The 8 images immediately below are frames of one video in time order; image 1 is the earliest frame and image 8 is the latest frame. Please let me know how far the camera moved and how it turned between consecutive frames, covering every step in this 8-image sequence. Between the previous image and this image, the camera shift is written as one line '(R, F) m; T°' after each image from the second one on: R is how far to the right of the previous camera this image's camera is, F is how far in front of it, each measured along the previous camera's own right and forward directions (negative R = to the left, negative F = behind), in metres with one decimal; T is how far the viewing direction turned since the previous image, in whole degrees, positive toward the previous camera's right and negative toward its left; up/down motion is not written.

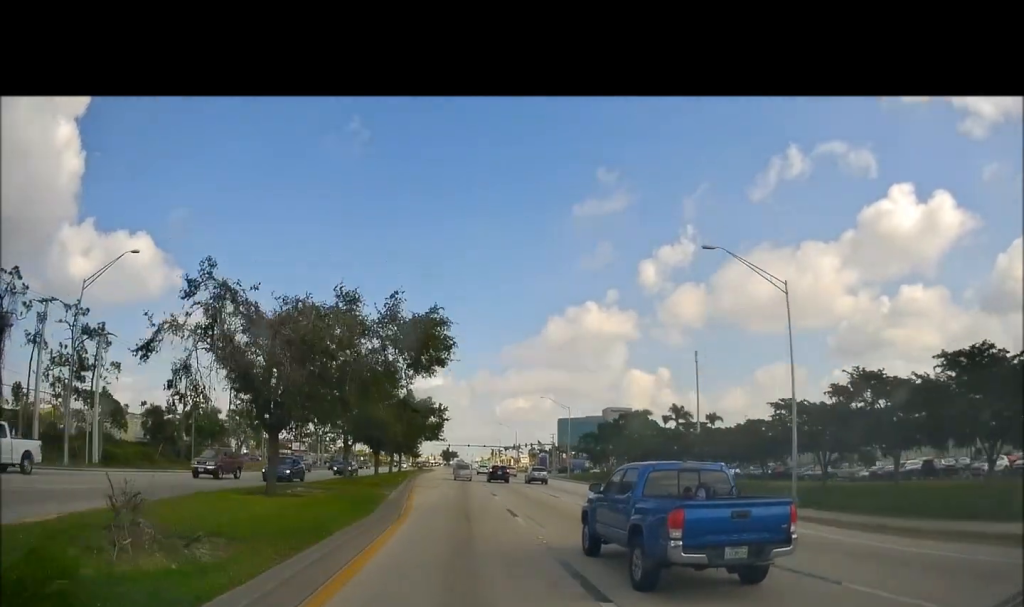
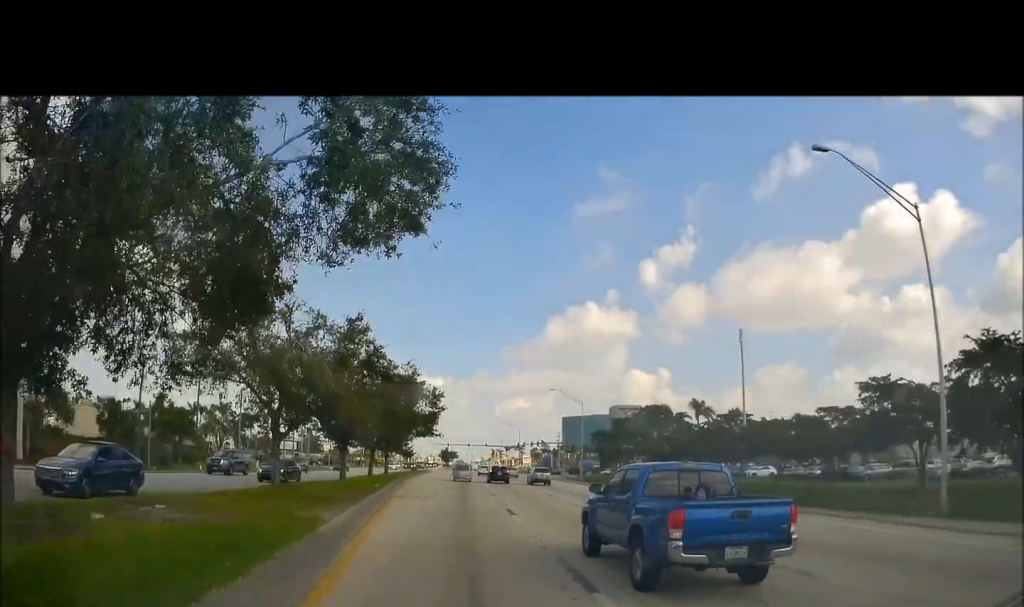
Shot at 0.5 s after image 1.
(-0.2, +11.4) m; -1°
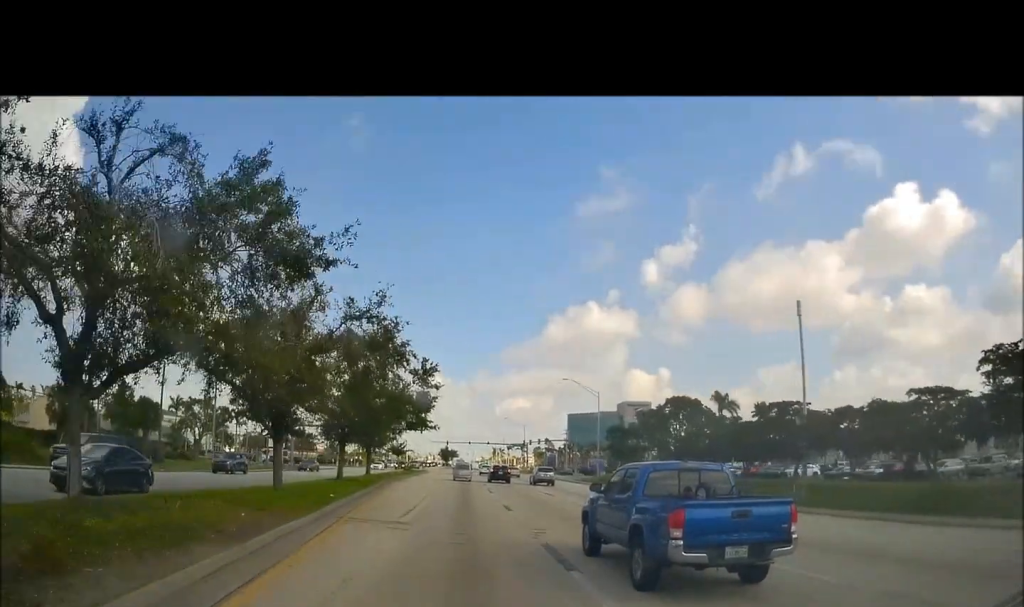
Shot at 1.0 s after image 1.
(-0.1, +10.6) m; 0°
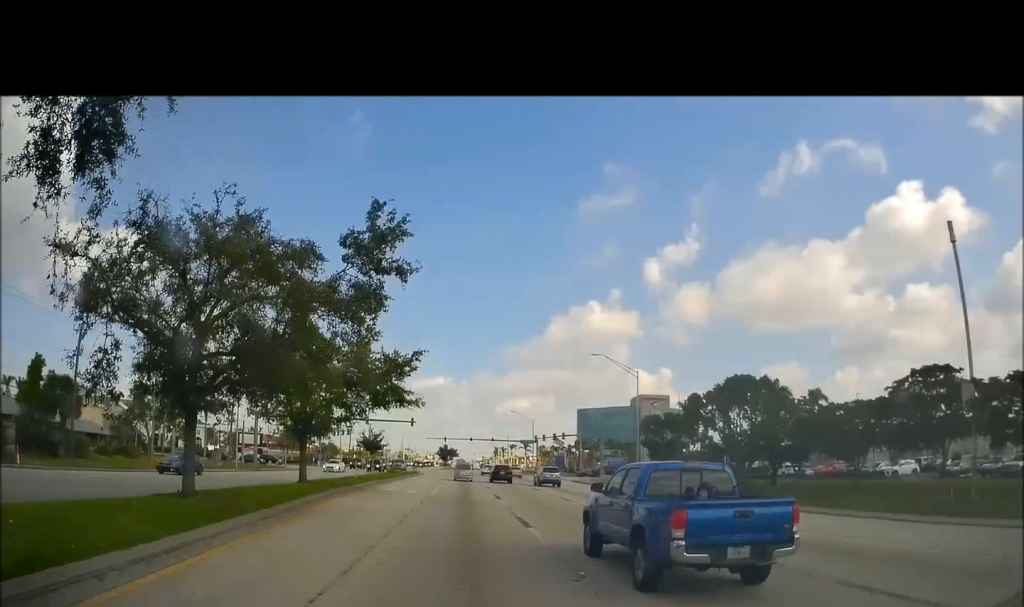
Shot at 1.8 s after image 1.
(-0.1, +18.0) m; +1°
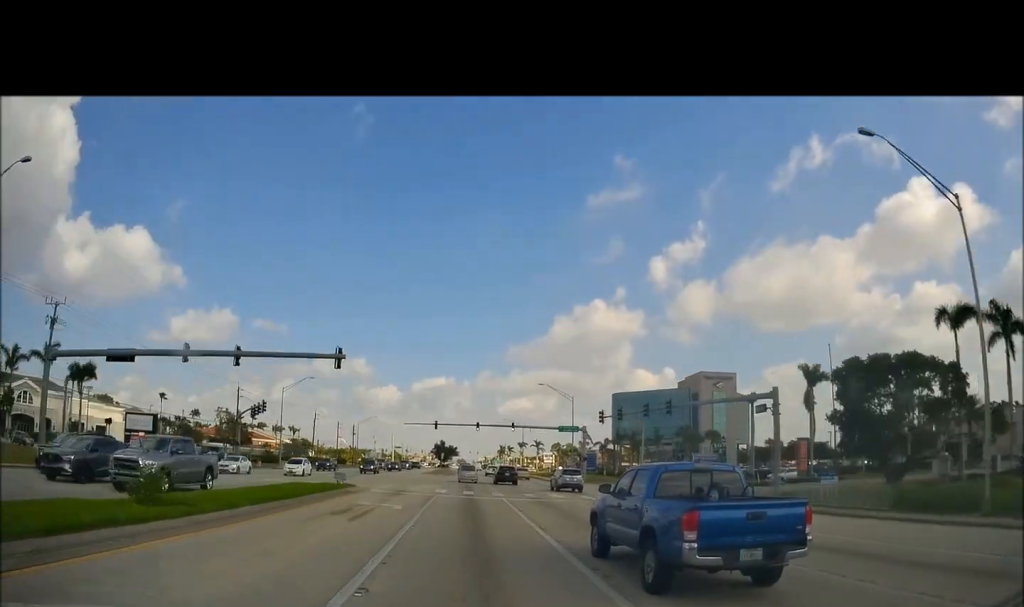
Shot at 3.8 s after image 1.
(+1.0, +45.4) m; 0°
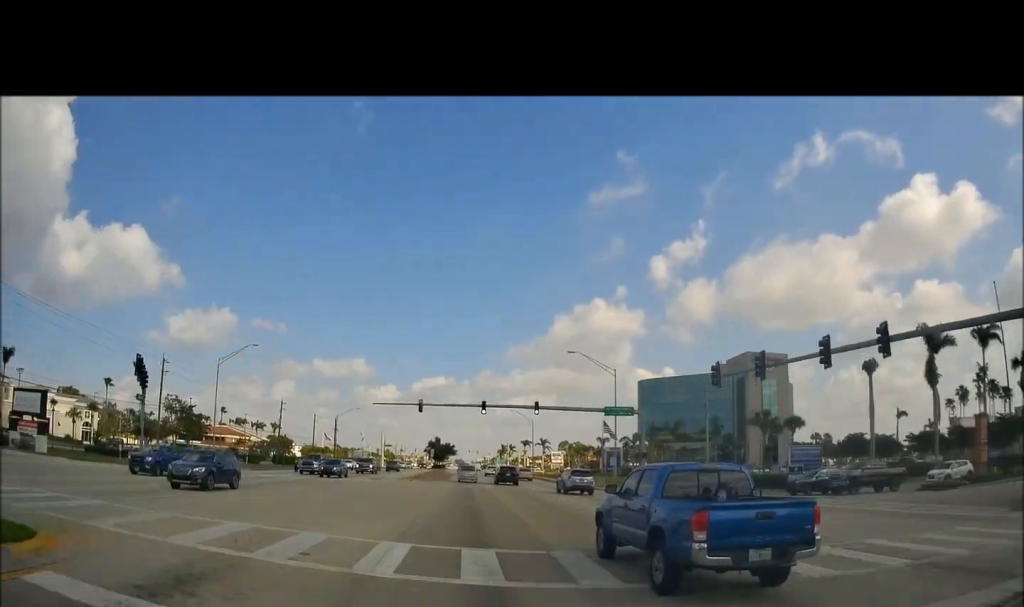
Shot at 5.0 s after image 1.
(-0.4, +24.3) m; 0°
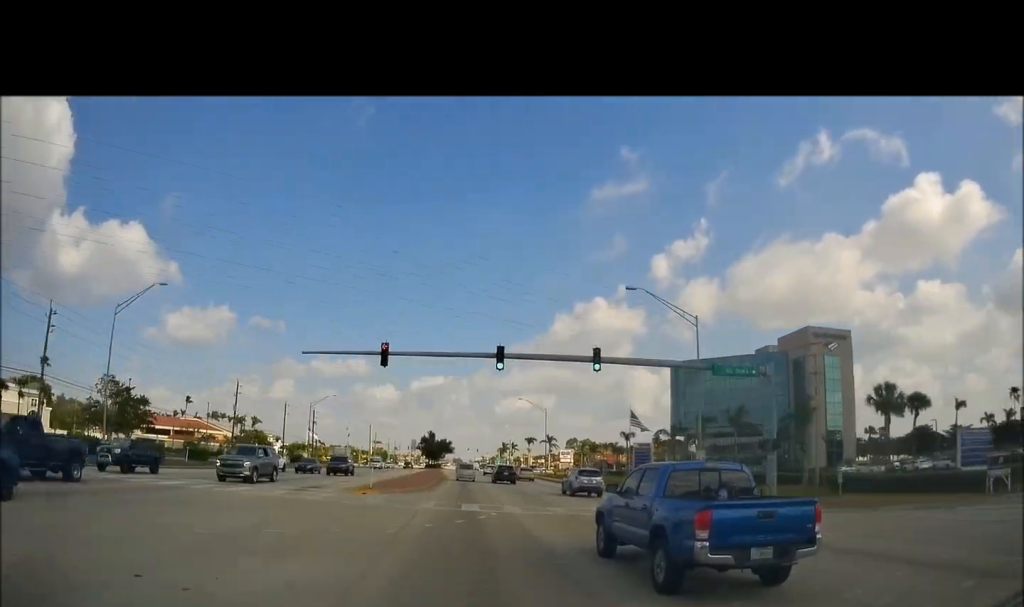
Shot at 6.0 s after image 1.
(+0.3, +21.9) m; 0°
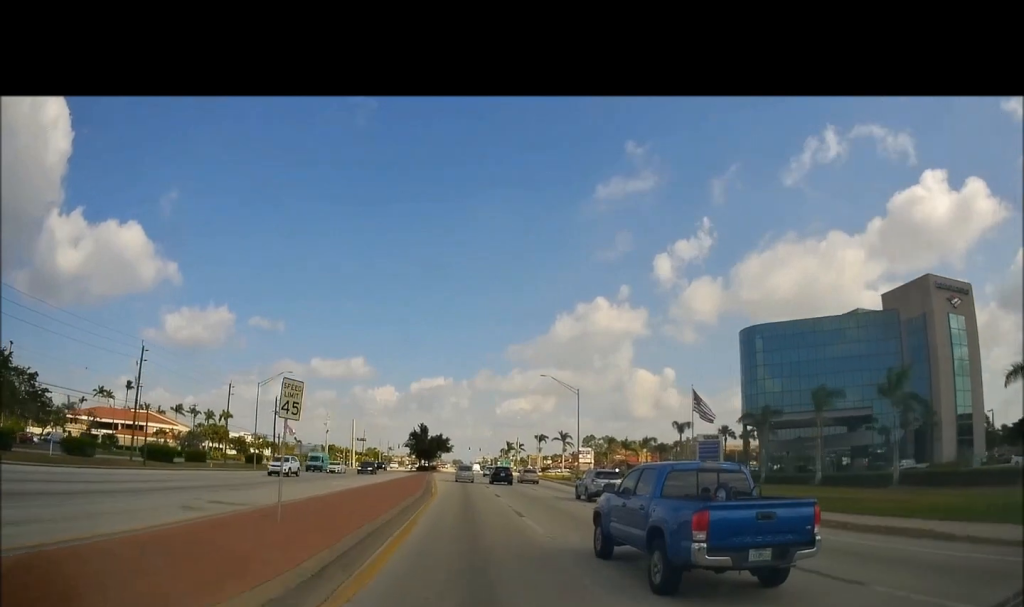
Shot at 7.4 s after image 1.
(-0.1, +28.6) m; +1°
